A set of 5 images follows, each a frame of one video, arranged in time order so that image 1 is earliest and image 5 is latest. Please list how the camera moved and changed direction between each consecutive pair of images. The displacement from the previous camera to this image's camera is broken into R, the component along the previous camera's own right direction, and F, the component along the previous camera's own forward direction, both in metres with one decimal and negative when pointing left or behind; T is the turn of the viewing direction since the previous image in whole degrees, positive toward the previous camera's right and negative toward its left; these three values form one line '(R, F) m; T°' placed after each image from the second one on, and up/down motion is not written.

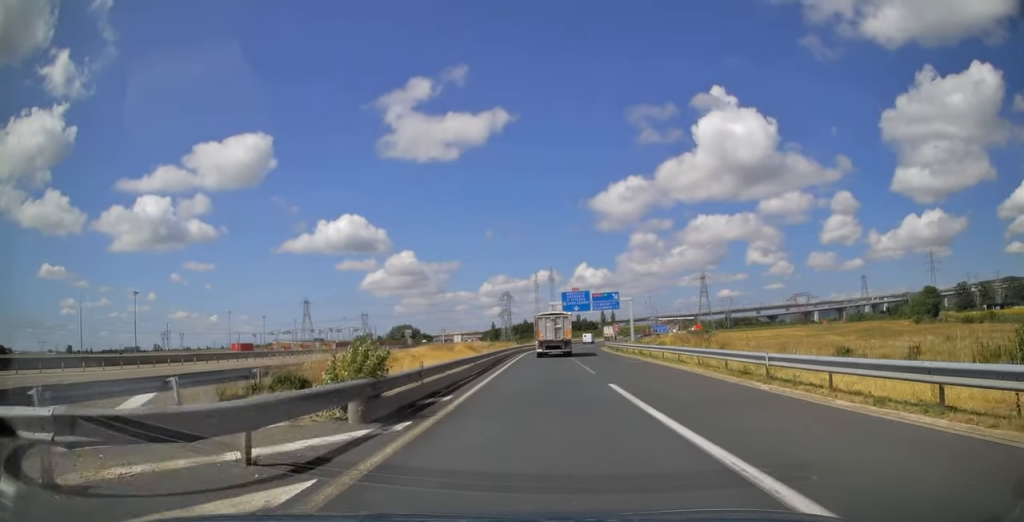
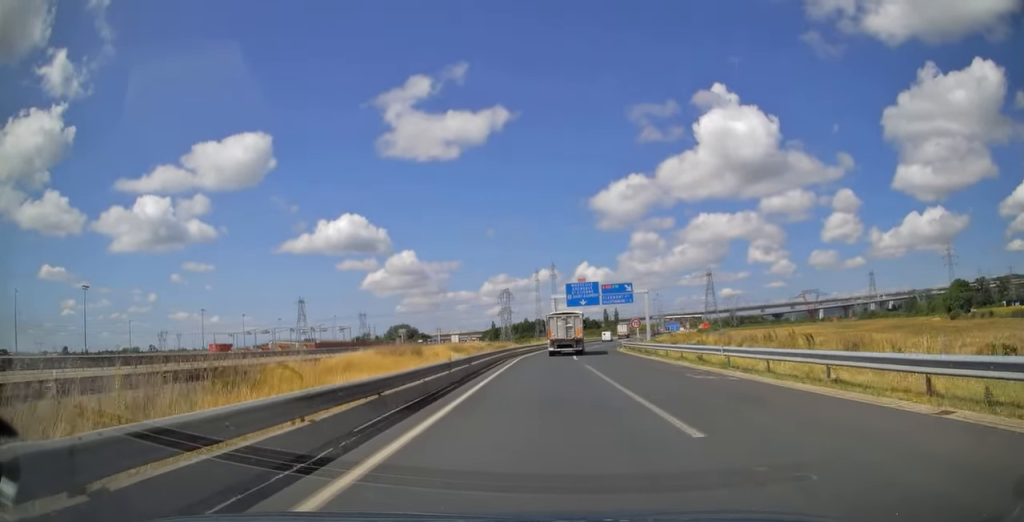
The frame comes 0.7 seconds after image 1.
(0.0, +15.0) m; 0°
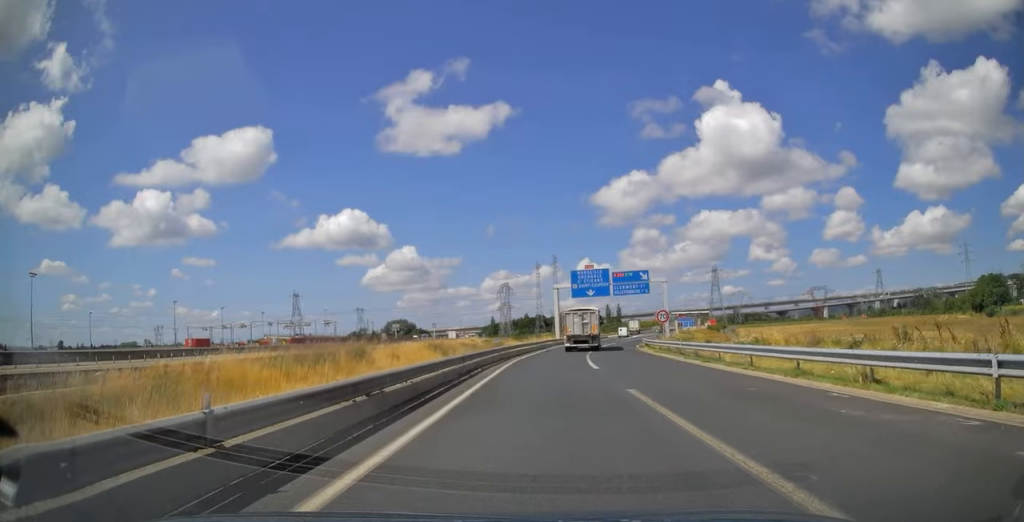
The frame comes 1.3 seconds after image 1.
(0.0, +13.4) m; 0°
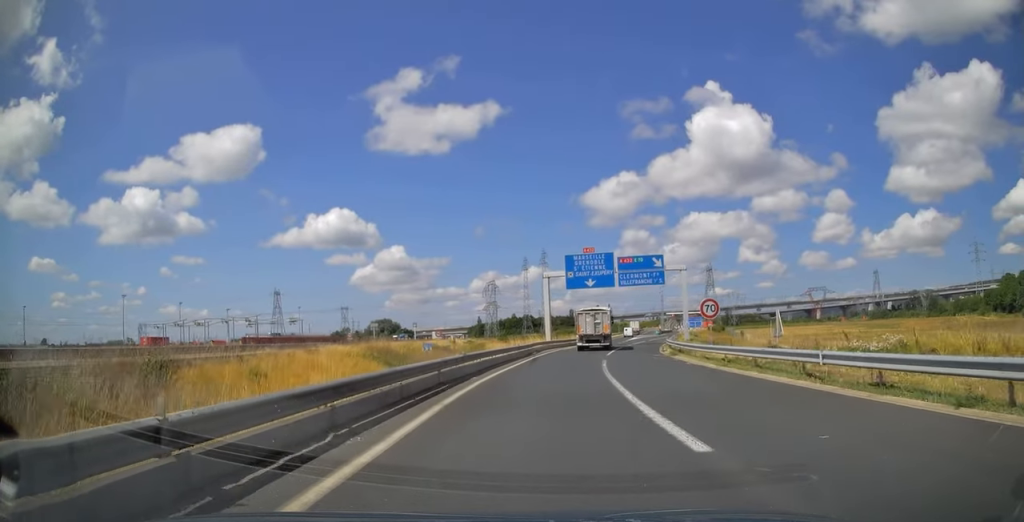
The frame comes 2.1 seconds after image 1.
(0.0, +16.3) m; 0°
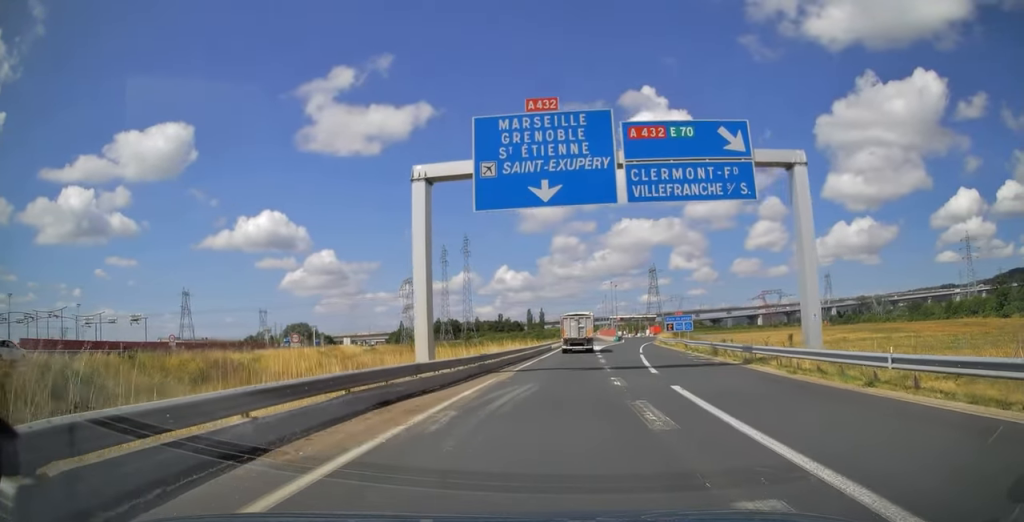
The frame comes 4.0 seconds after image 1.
(+1.1, +40.9) m; +4°
